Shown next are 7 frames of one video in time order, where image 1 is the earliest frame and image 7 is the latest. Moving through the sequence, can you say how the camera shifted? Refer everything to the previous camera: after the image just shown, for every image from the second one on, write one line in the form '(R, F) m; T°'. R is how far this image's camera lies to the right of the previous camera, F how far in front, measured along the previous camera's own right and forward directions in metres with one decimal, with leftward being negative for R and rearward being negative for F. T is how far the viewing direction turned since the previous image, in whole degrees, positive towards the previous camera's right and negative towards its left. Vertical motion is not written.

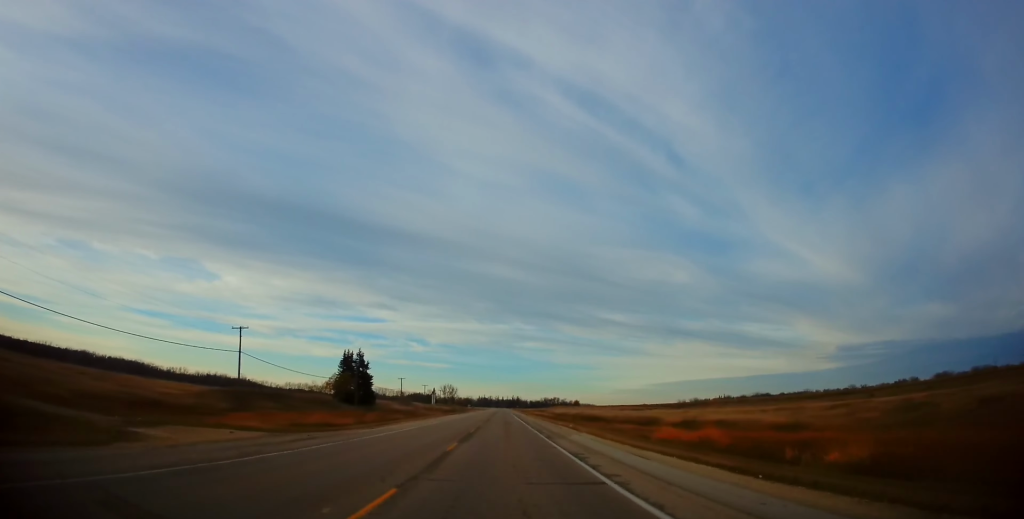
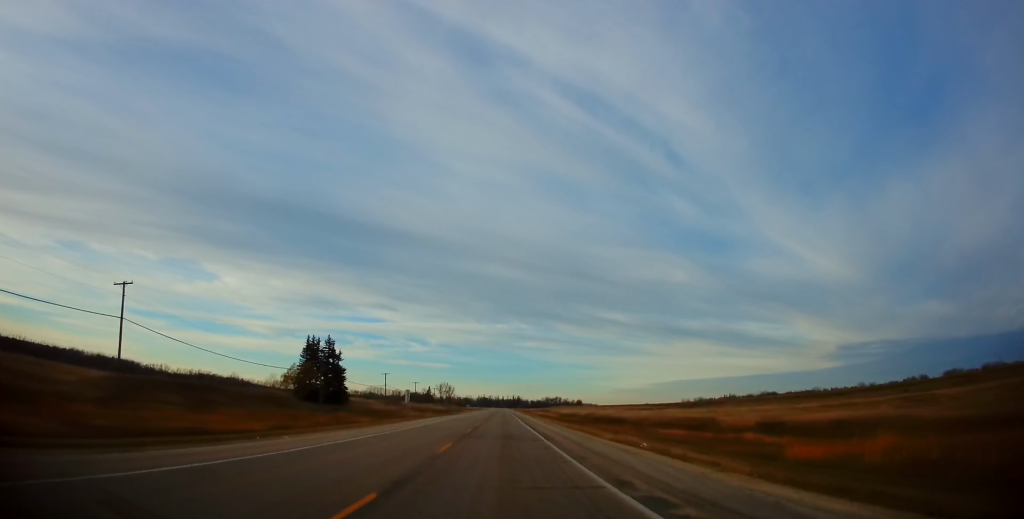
(0.0, +25.3) m; 0°
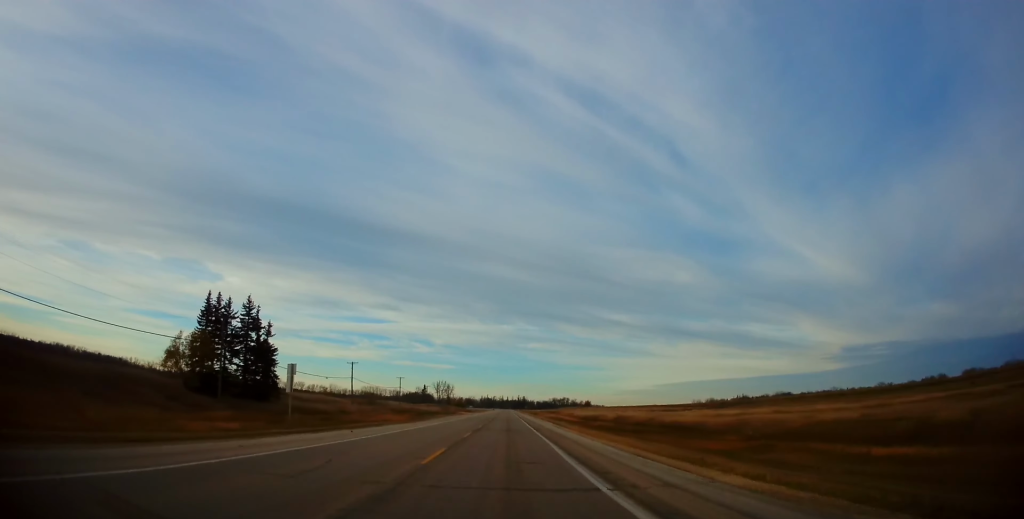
(-0.3, +38.9) m; 0°
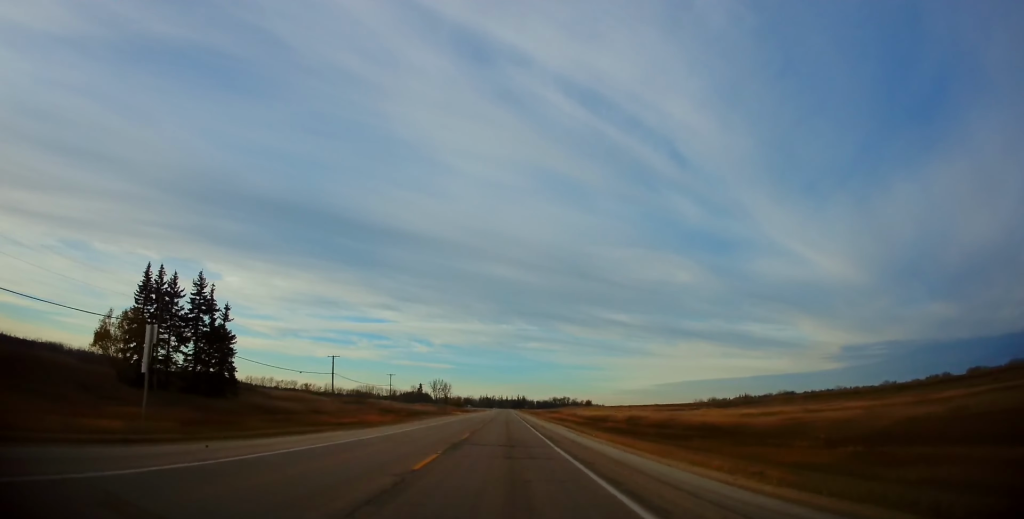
(0.0, +13.1) m; 0°
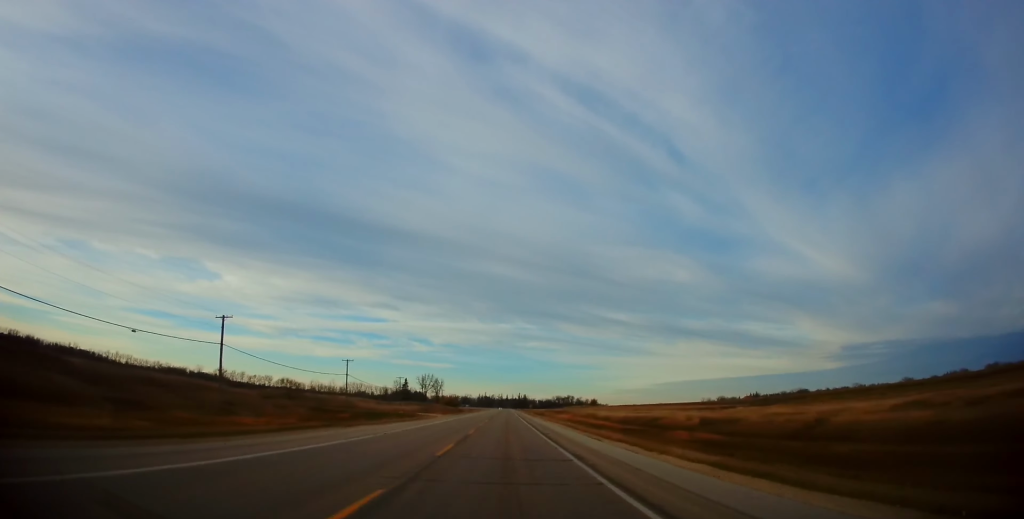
(+0.8, +42.4) m; 0°
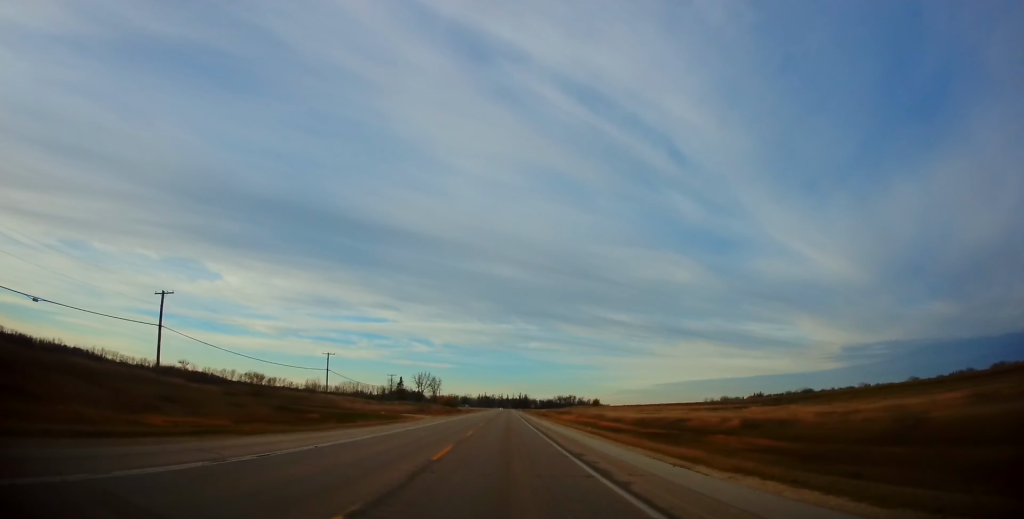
(-0.2, +12.4) m; -1°
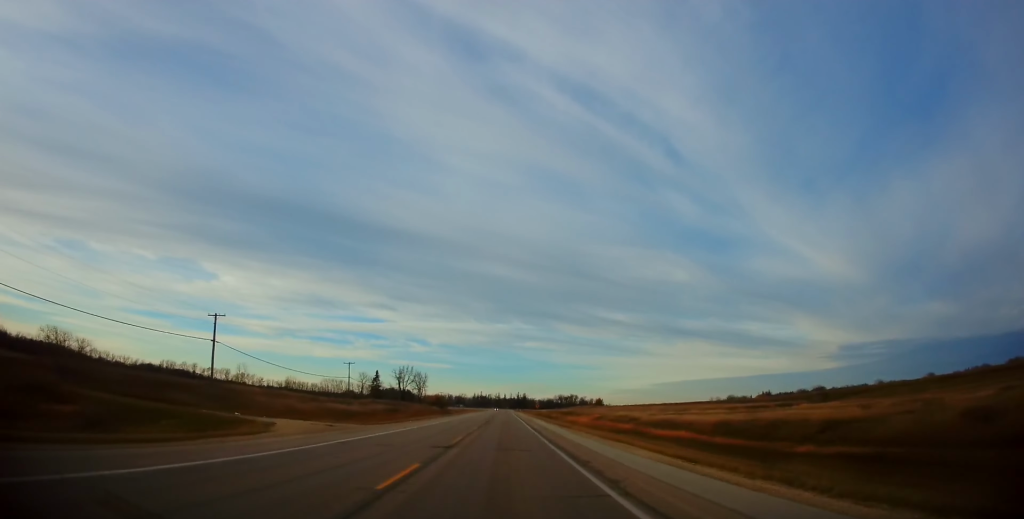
(-0.3, +37.3) m; +1°
